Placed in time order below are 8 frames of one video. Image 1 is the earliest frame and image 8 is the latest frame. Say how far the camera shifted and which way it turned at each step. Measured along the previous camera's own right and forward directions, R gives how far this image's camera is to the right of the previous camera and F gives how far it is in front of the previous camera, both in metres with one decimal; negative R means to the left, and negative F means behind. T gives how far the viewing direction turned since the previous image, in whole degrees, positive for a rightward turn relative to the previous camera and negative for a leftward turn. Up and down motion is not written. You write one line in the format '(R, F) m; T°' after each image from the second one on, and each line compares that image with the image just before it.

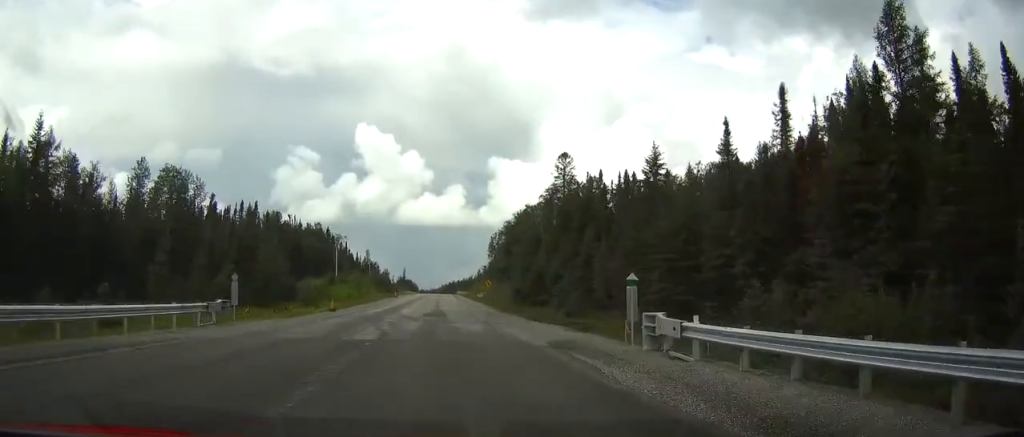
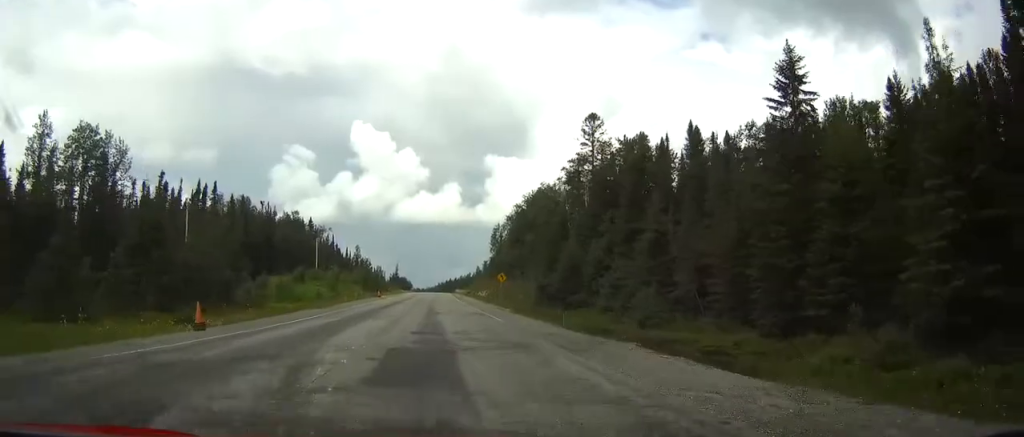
(+0.1, +26.0) m; +1°
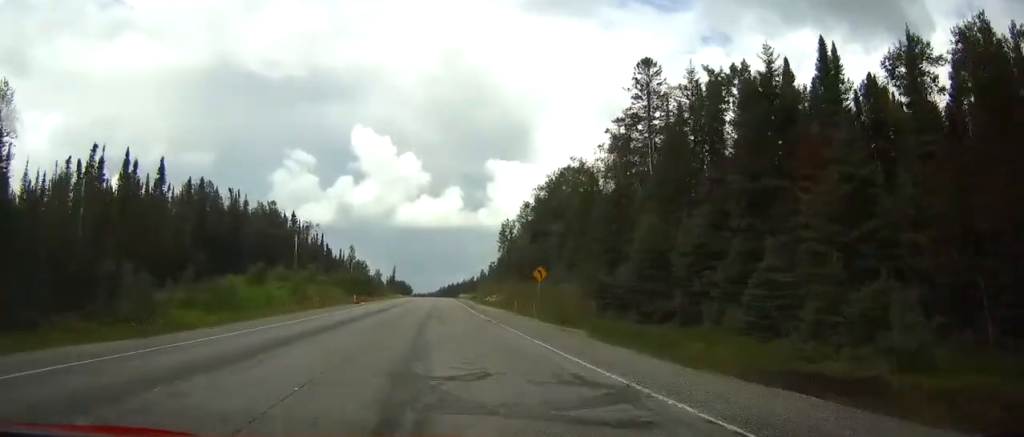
(+0.3, +26.1) m; 0°
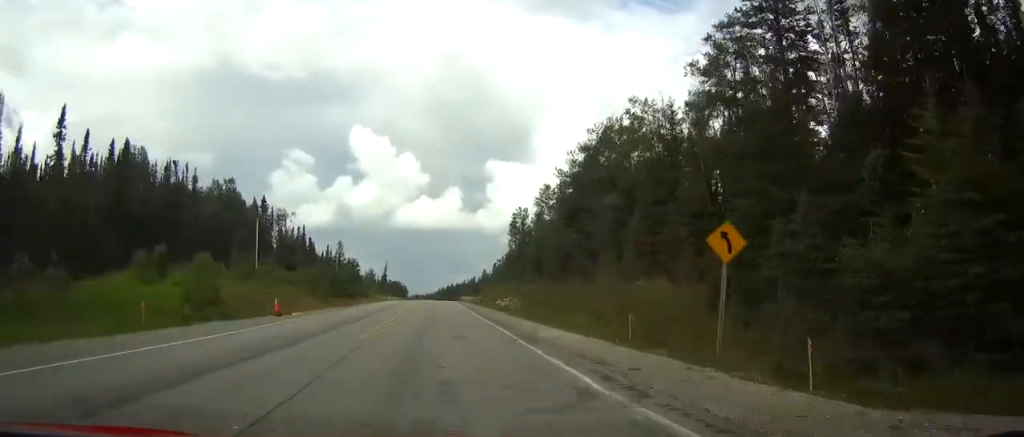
(-0.3, +29.9) m; -1°
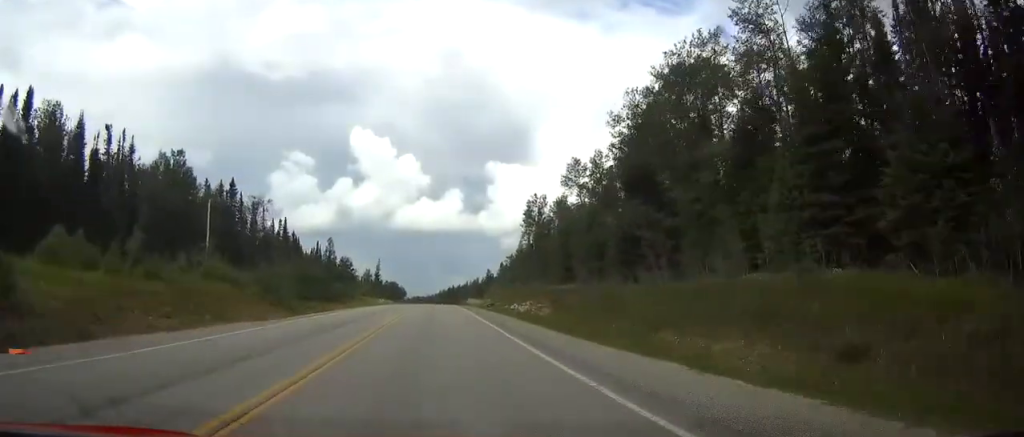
(+0.1, +25.0) m; 0°
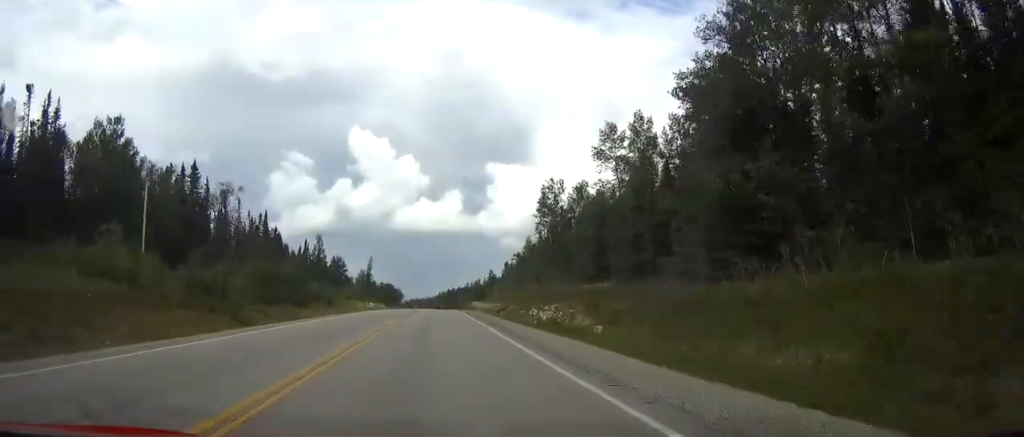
(-0.1, +20.0) m; 0°
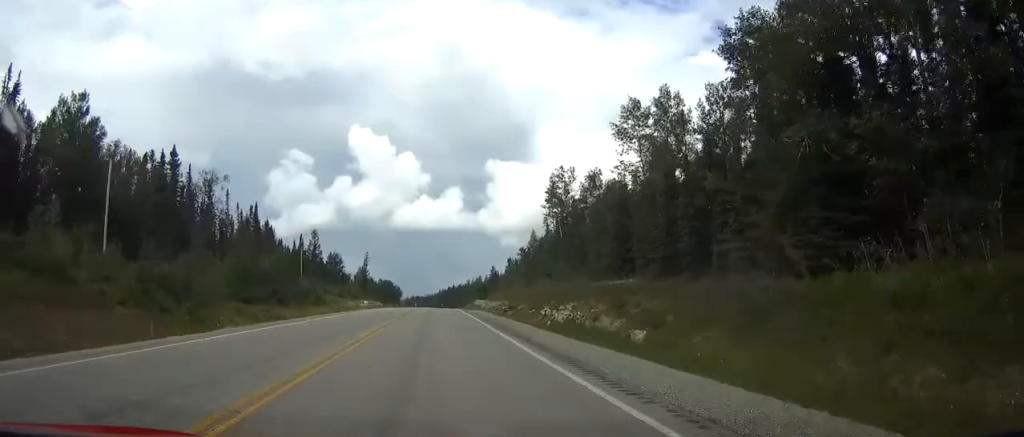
(0.0, +8.9) m; 0°
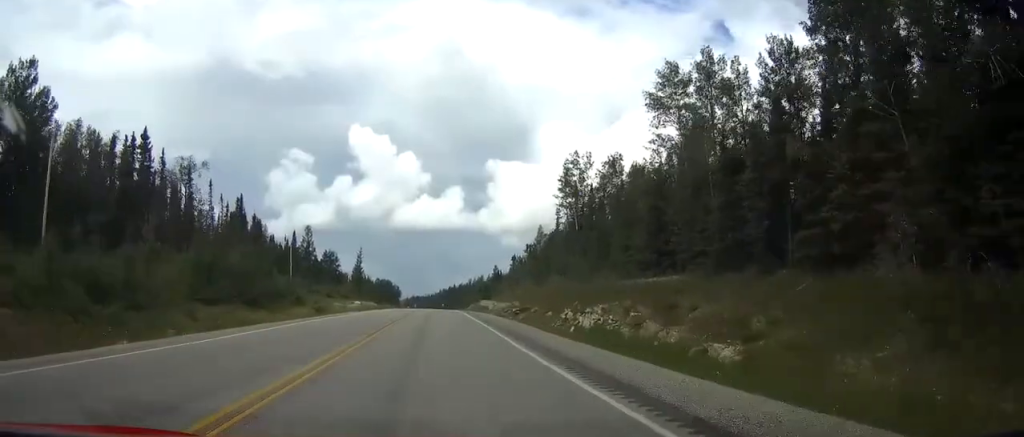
(0.0, +11.2) m; 0°
